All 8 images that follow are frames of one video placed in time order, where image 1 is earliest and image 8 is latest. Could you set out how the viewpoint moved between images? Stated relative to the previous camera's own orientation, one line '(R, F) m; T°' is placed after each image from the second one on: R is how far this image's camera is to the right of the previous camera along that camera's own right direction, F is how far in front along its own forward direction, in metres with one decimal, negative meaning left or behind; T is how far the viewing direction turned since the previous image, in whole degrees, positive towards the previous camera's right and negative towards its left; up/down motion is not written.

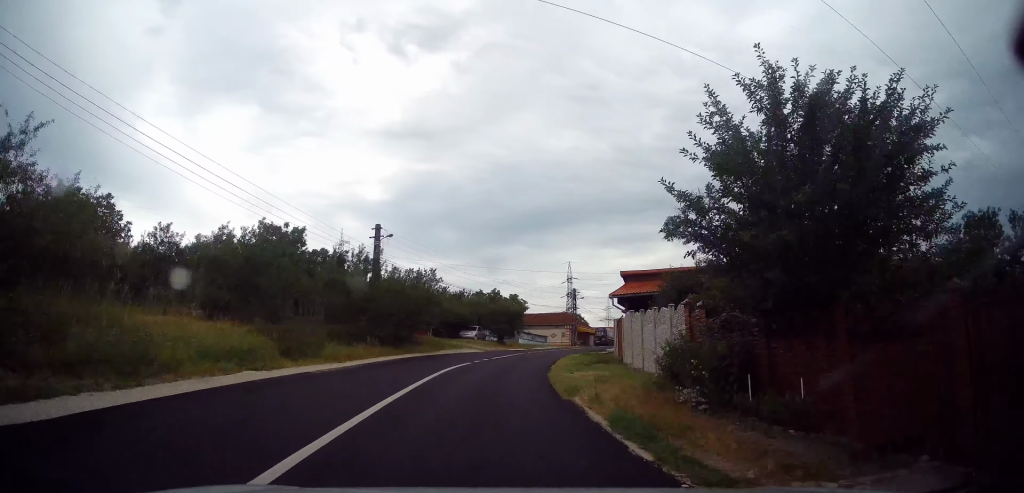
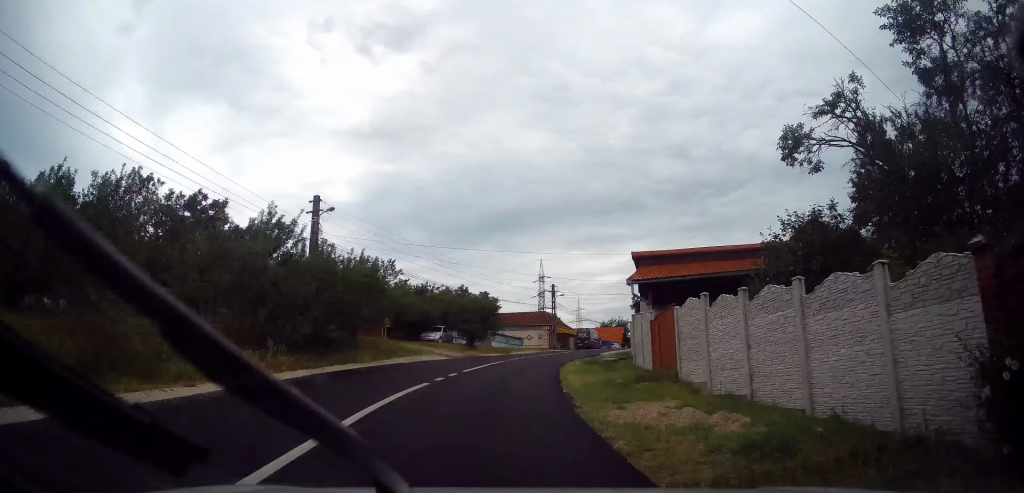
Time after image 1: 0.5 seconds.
(0.0, +8.9) m; +4°
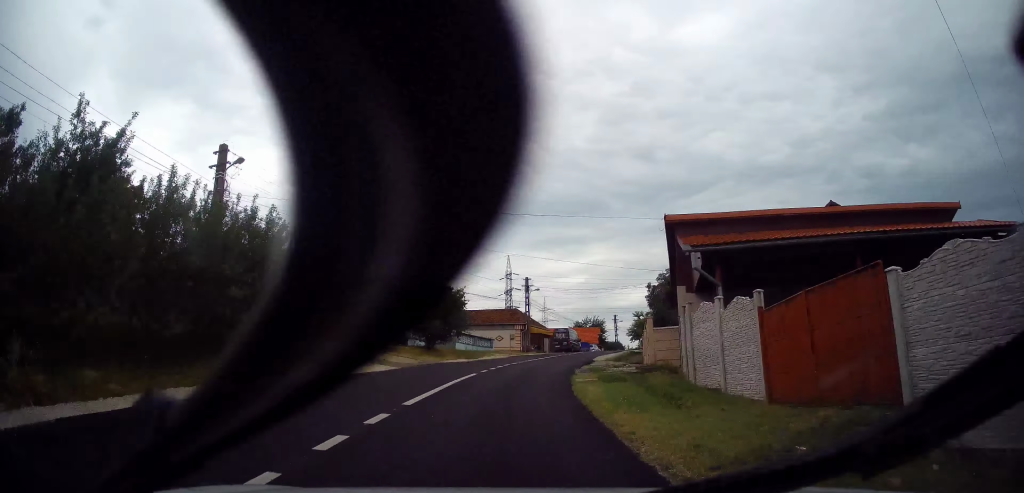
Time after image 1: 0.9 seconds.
(+0.7, +8.8) m; +5°
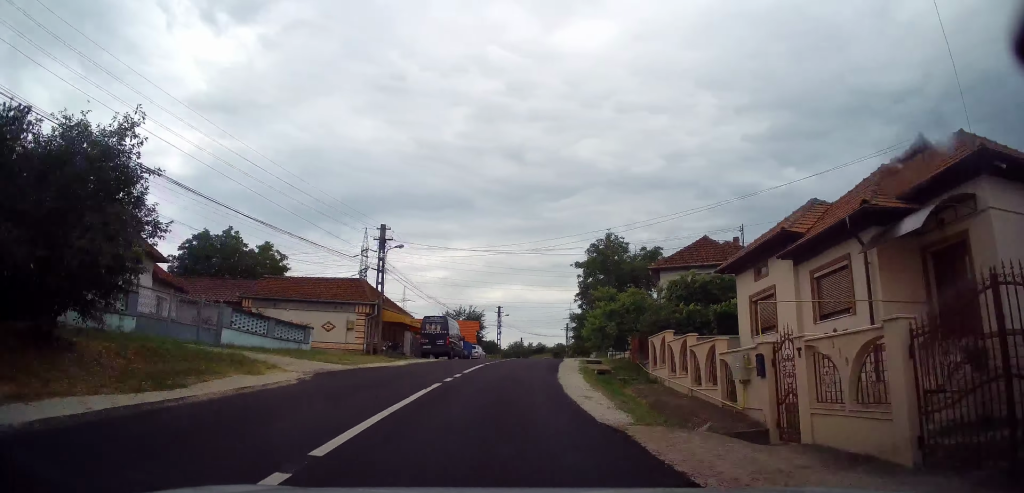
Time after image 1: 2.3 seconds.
(+2.7, +24.5) m; +14°
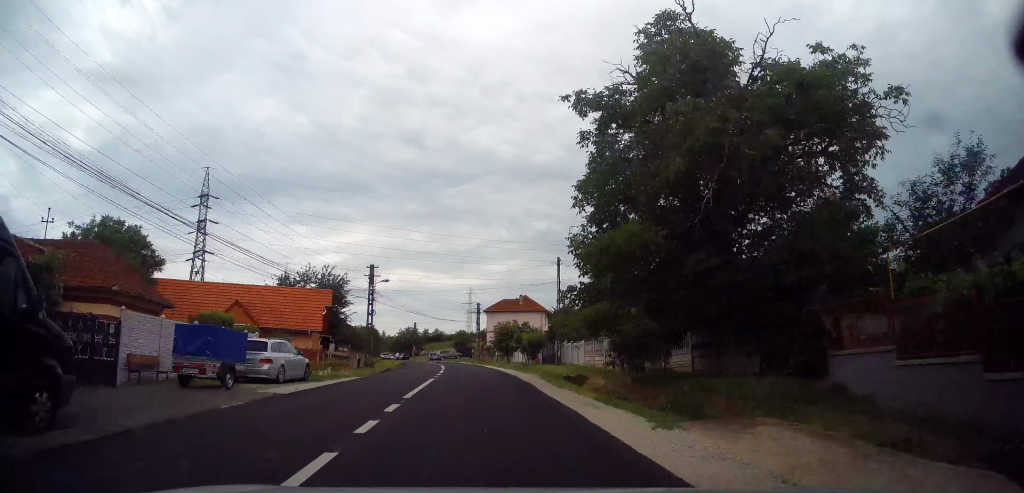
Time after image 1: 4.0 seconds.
(+3.3, +31.8) m; +8°
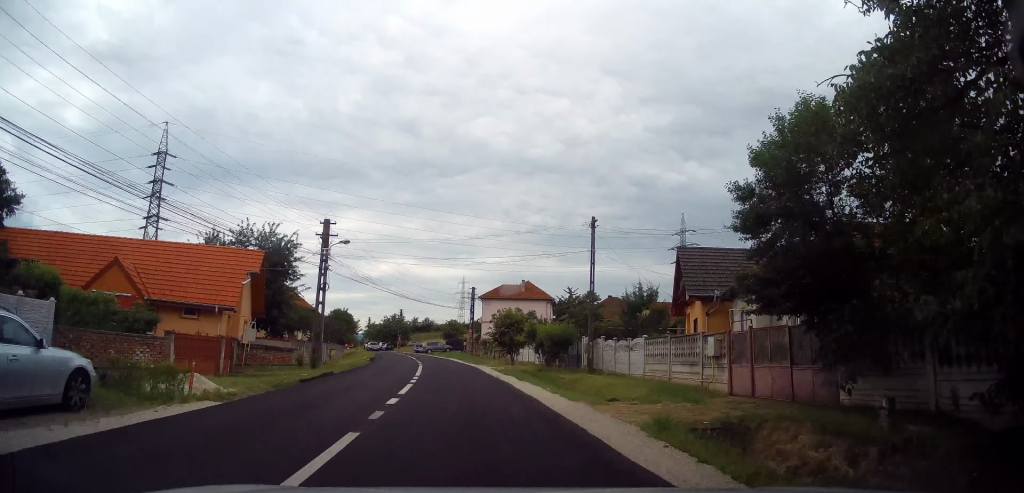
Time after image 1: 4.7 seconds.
(+0.1, +12.6) m; +1°
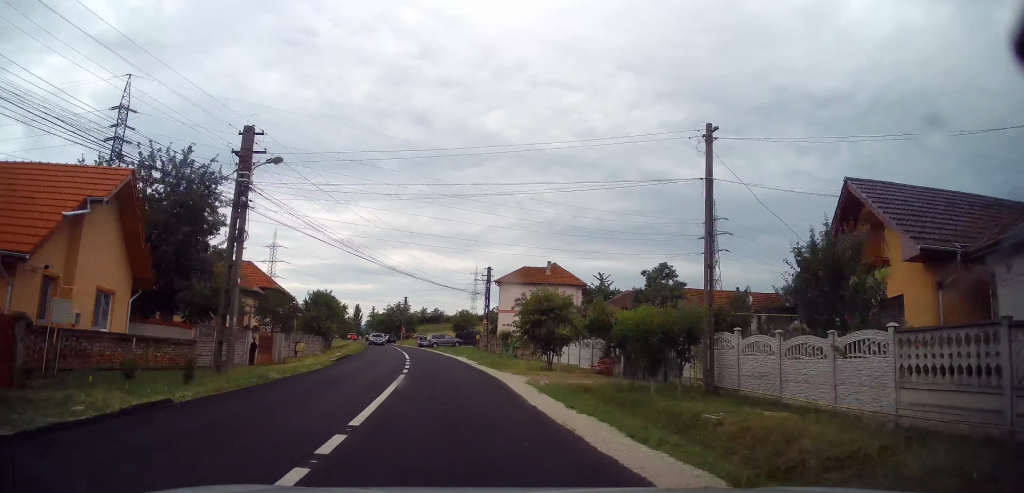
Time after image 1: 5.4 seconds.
(+0.3, +12.6) m; 0°
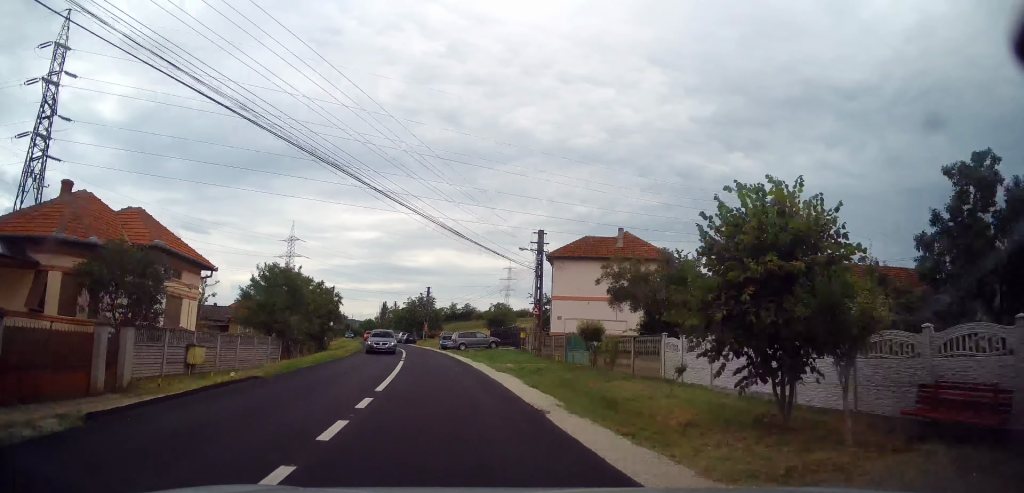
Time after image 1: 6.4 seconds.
(-0.5, +17.4) m; -4°
